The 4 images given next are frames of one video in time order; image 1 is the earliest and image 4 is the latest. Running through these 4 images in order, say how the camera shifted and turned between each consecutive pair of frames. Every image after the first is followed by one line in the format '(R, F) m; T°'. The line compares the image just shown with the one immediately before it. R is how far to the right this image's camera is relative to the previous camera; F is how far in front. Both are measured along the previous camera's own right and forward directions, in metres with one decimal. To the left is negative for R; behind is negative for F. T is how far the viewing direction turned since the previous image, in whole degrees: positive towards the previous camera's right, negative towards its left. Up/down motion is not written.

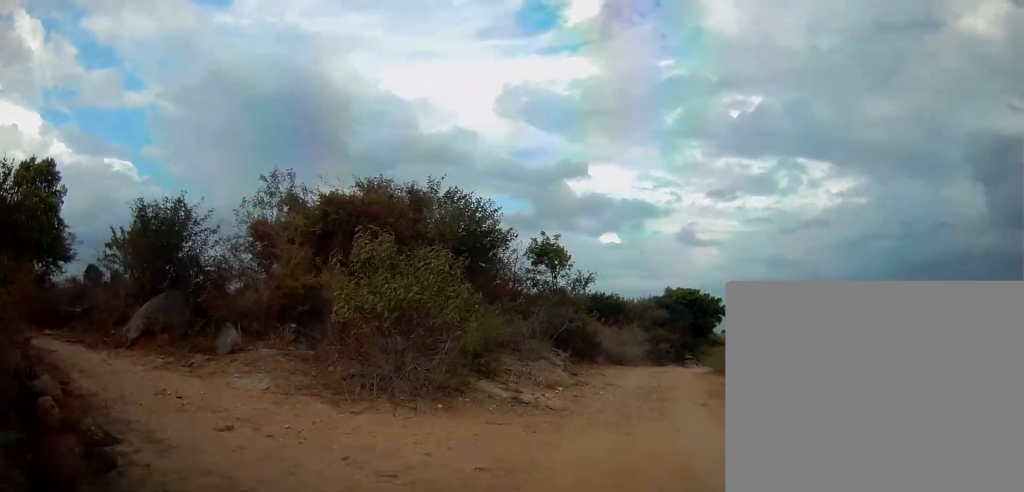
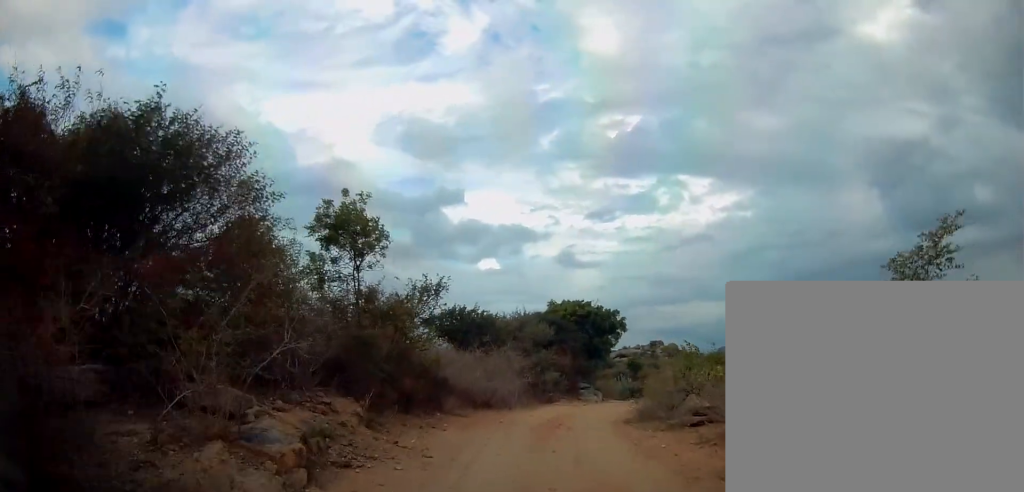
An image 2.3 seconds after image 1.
(+0.1, +9.1) m; +3°
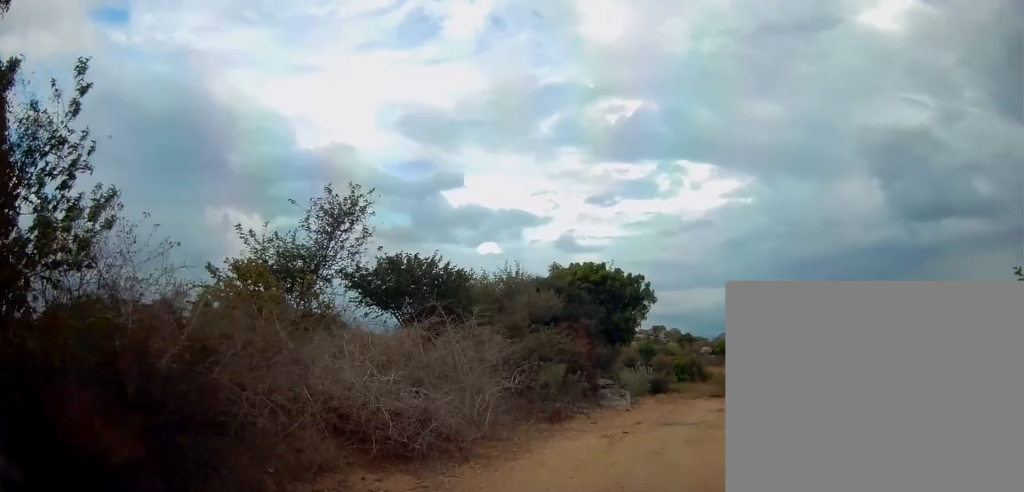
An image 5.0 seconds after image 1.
(+0.7, +10.7) m; +5°
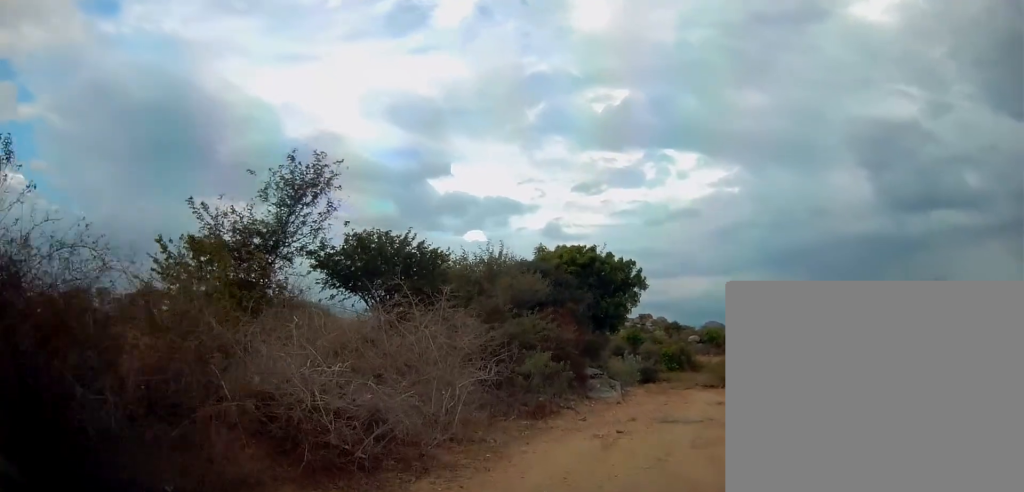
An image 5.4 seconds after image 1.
(0.0, +1.5) m; 0°
